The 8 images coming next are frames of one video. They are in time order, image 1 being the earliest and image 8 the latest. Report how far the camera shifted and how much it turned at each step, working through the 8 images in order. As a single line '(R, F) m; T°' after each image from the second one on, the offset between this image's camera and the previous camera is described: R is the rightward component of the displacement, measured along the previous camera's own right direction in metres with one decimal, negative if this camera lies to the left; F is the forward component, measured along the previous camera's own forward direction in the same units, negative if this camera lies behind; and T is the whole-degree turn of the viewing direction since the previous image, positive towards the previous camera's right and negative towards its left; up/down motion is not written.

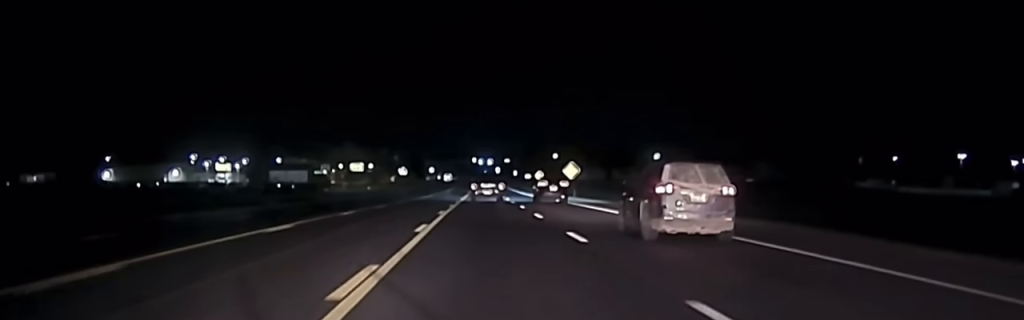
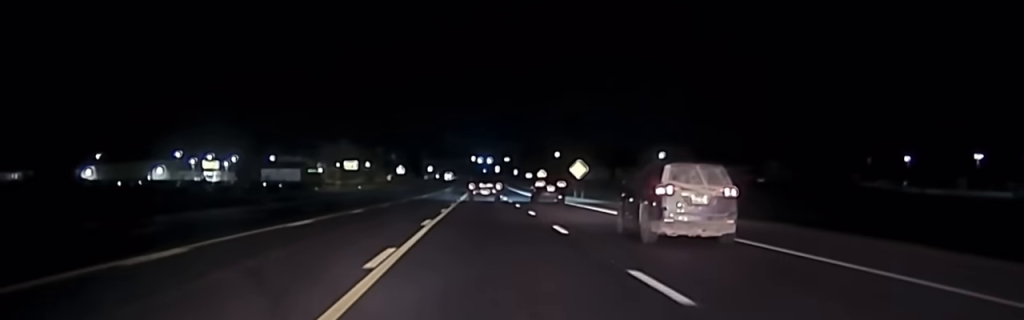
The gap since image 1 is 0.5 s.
(0.0, +8.1) m; 0°
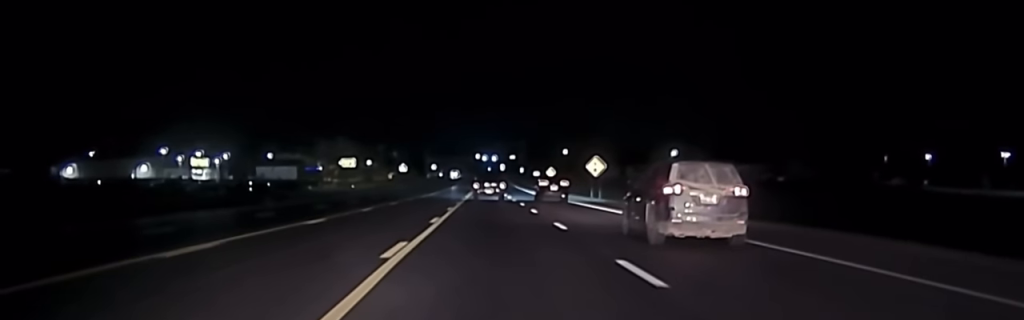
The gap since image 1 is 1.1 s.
(+0.1, +9.2) m; +1°
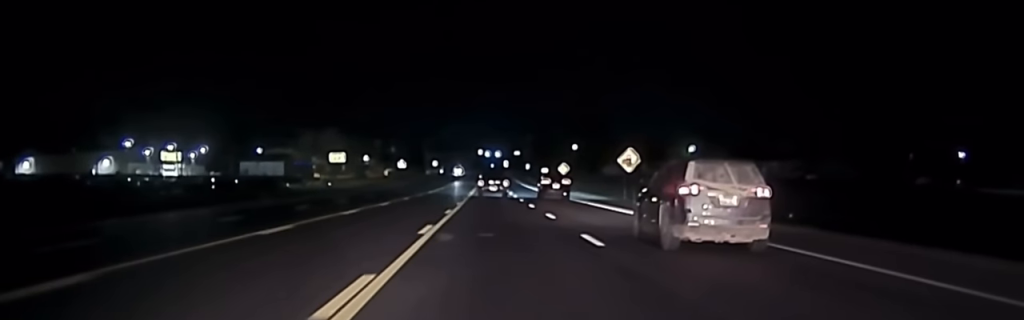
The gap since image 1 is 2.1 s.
(0.0, +15.6) m; 0°
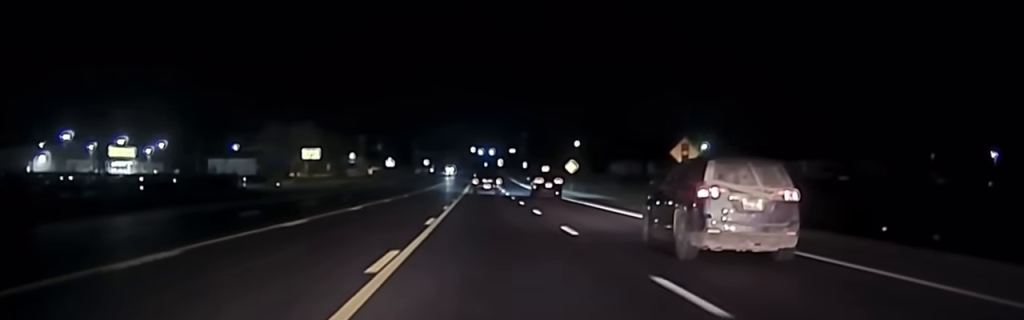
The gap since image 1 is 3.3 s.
(-0.1, +19.4) m; 0°
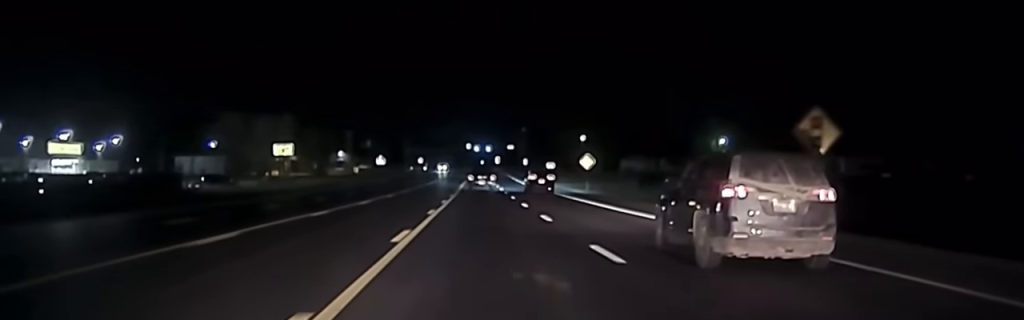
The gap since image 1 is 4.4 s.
(+0.2, +21.5) m; 0°
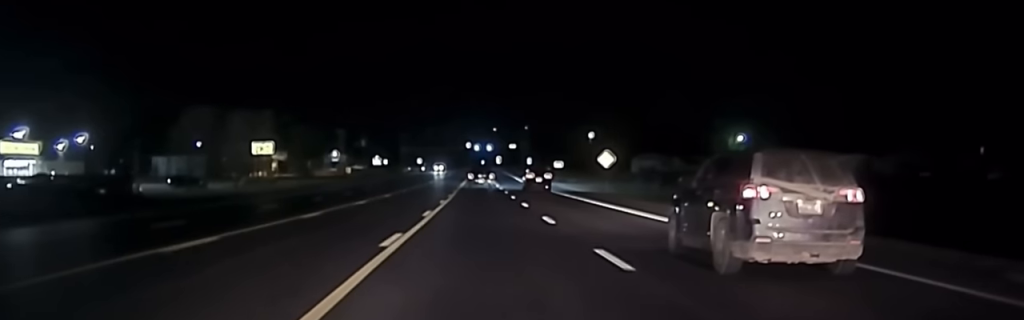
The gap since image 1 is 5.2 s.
(-0.1, +15.4) m; -1°
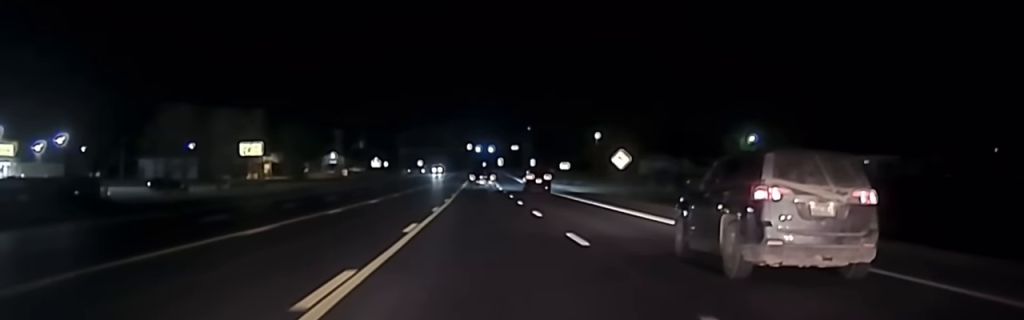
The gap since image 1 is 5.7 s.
(-0.1, +8.1) m; 0°
